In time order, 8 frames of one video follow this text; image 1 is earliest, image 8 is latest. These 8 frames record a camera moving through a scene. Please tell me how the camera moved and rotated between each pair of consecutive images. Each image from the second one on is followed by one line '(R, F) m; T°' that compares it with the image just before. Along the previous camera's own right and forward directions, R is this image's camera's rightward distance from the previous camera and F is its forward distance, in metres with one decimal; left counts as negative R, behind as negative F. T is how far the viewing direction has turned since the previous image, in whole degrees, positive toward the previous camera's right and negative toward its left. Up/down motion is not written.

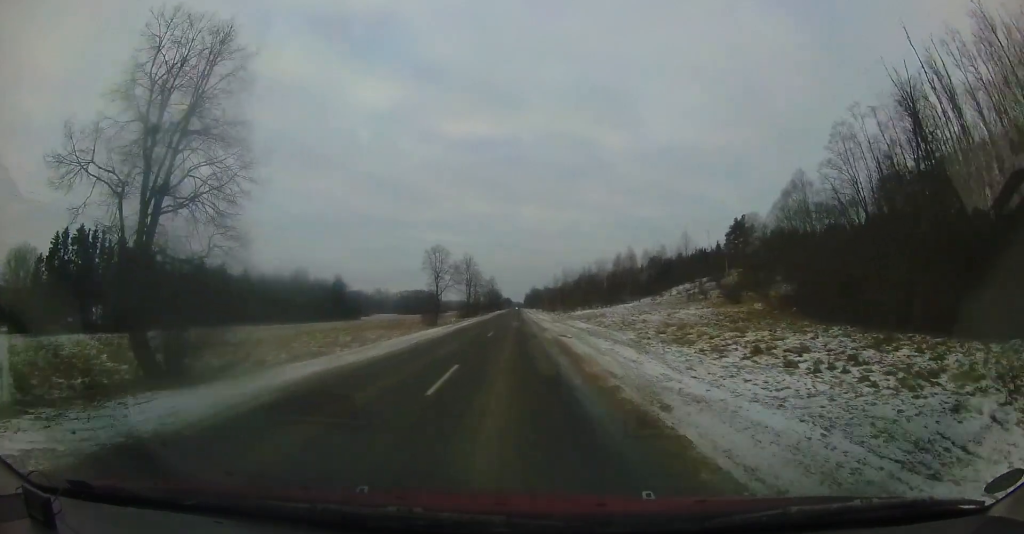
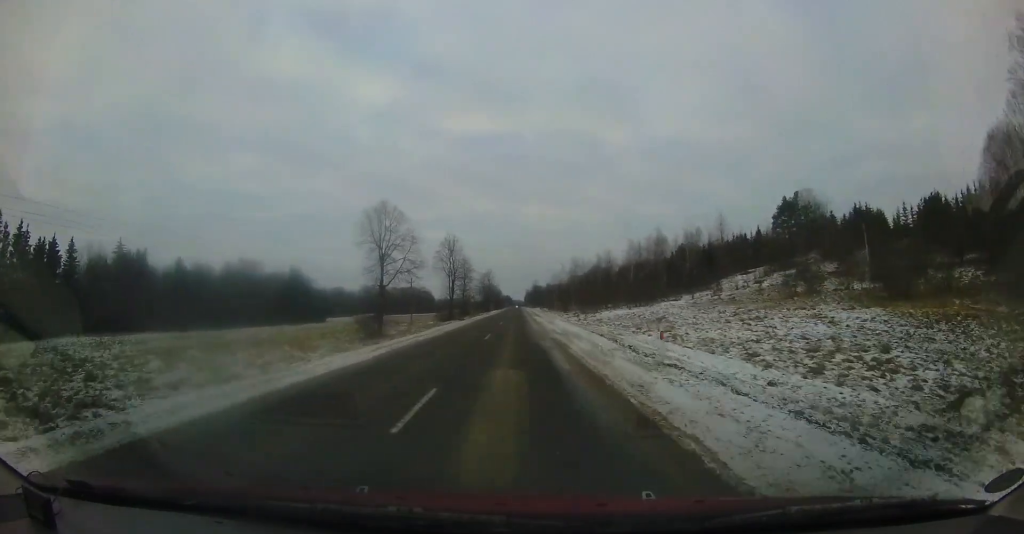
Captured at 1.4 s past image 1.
(-0.7, +26.2) m; -1°
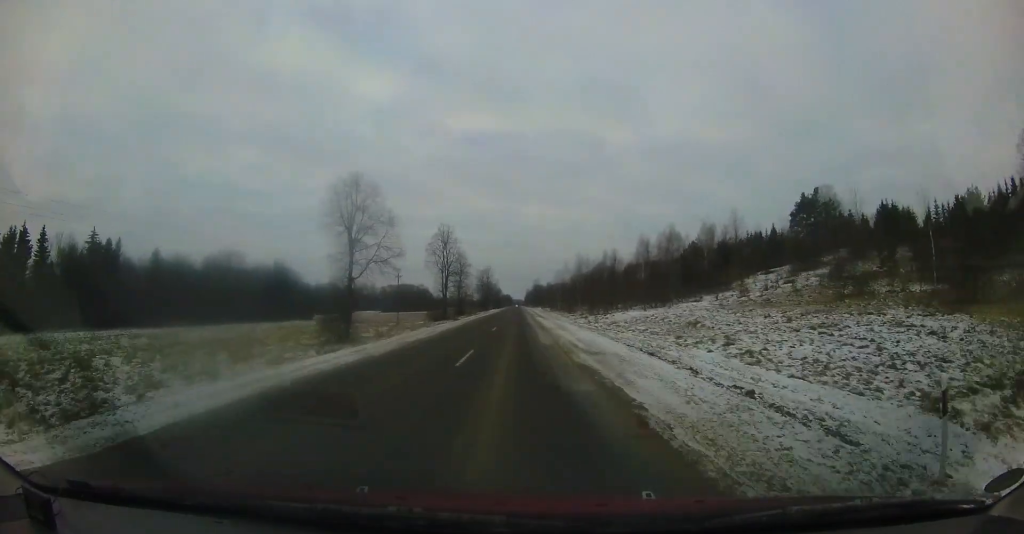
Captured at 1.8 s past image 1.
(-0.1, +7.4) m; +1°
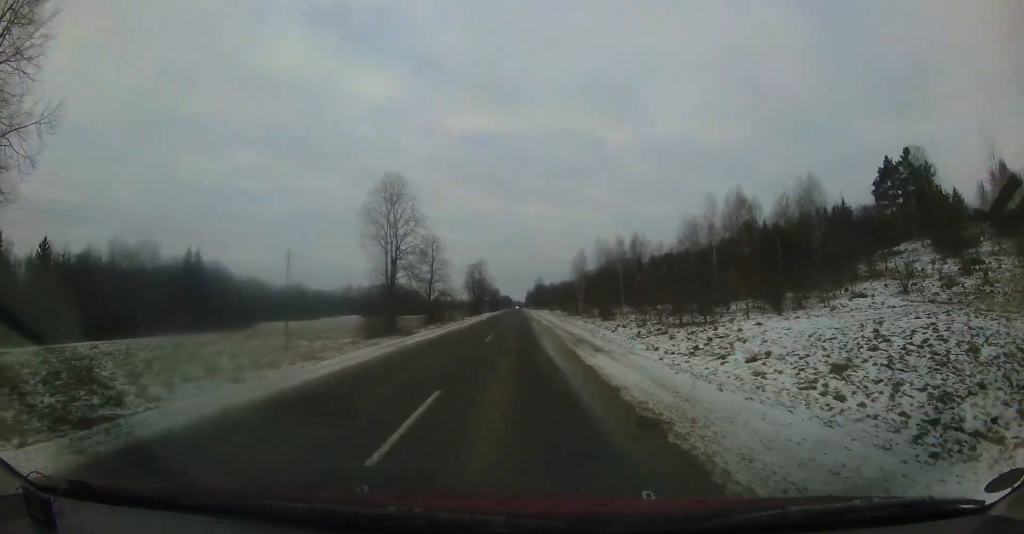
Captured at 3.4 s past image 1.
(+0.4, +29.6) m; 0°
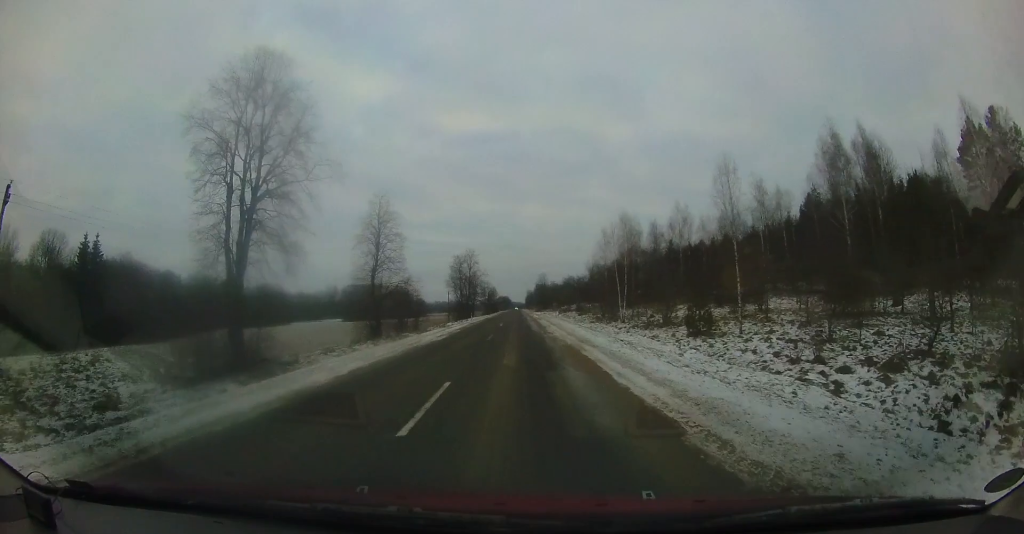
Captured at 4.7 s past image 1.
(0.0, +23.4) m; -1°
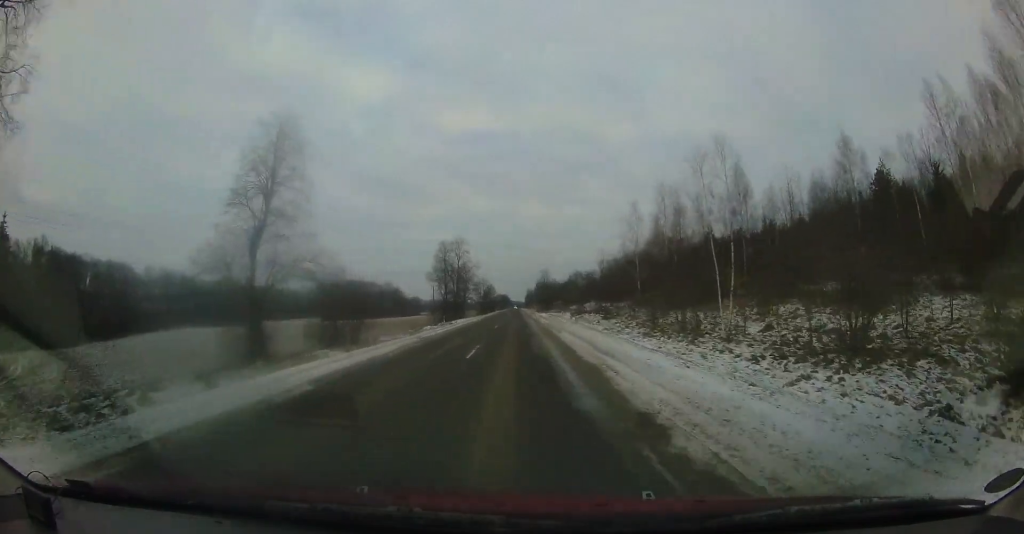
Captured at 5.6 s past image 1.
(-0.2, +17.6) m; 0°
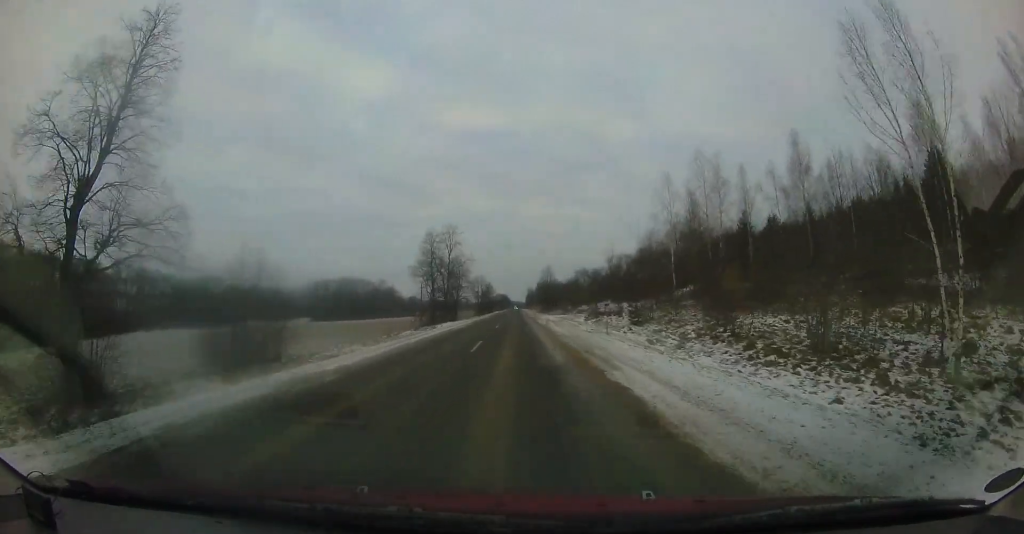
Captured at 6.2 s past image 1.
(+0.2, +10.9) m; 0°
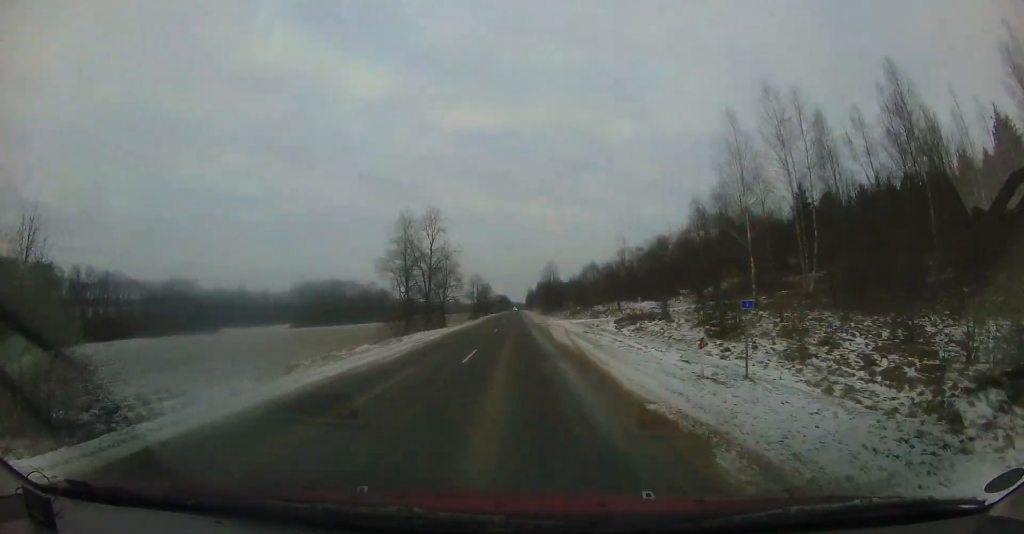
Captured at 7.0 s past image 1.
(+0.1, +13.4) m; 0°
